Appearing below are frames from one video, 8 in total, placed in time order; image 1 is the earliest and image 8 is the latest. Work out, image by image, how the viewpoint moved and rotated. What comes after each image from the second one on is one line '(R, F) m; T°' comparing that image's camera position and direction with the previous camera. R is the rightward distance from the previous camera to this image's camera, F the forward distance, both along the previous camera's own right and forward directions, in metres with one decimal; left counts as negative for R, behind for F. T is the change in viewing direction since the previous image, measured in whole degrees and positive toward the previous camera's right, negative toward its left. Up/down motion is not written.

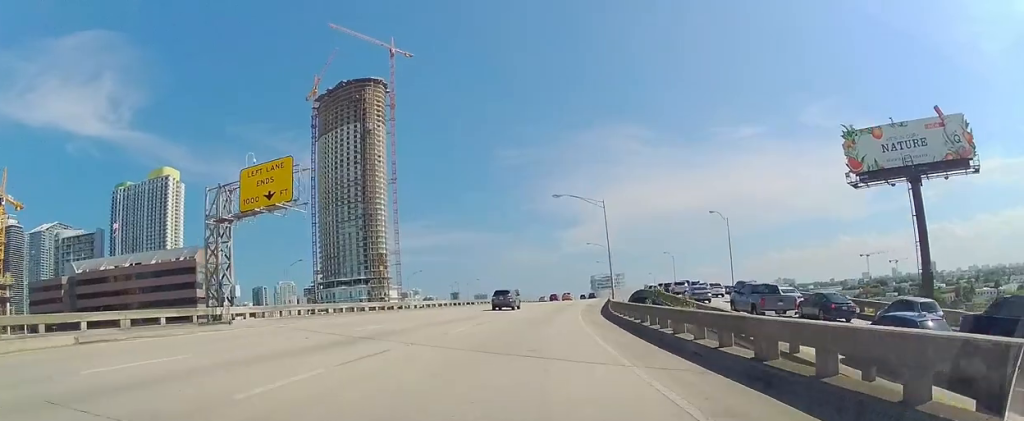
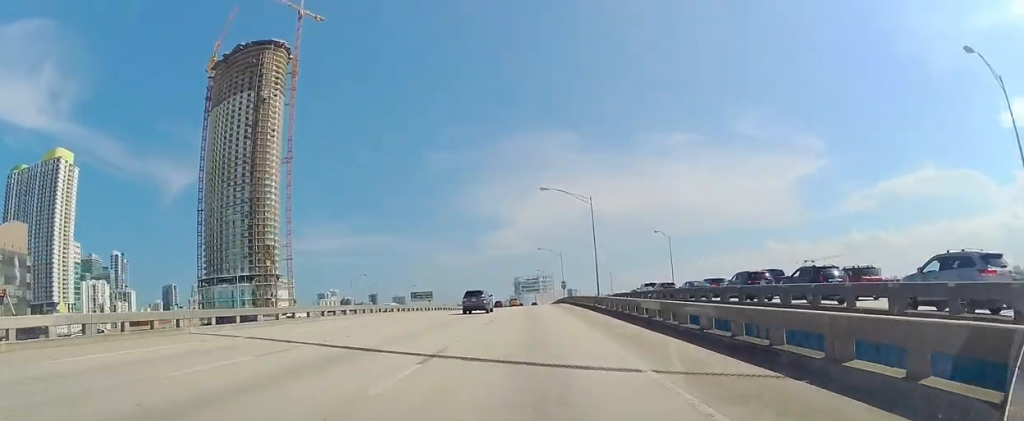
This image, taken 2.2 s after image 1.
(+3.7, +51.4) m; +8°
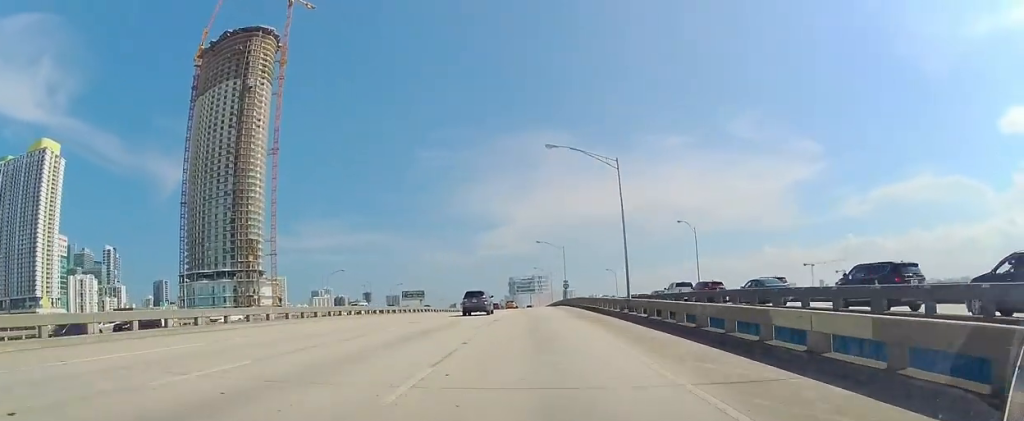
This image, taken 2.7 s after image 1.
(+0.4, +13.0) m; 0°
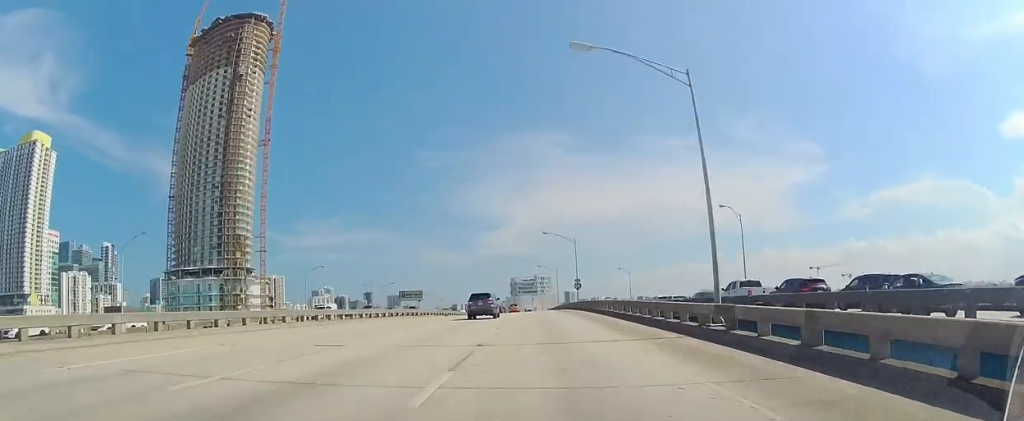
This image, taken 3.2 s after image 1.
(-0.2, +13.1) m; 0°
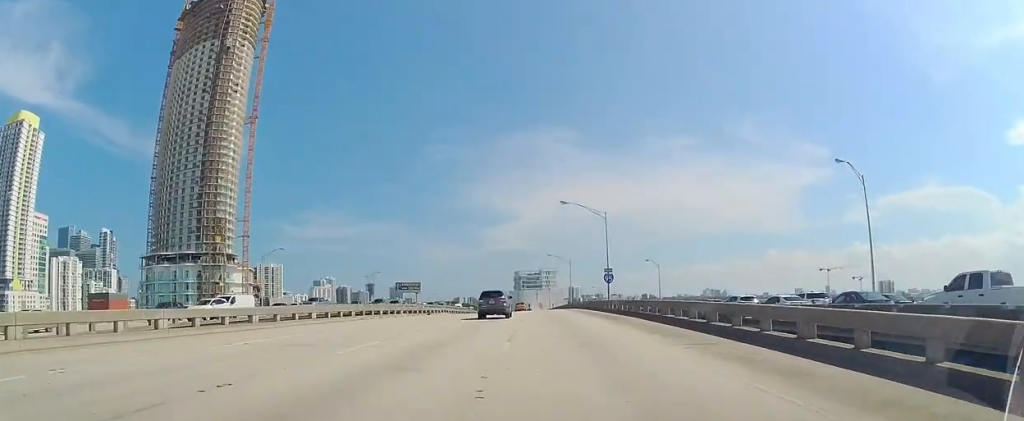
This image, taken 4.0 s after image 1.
(-0.3, +19.9) m; 0°
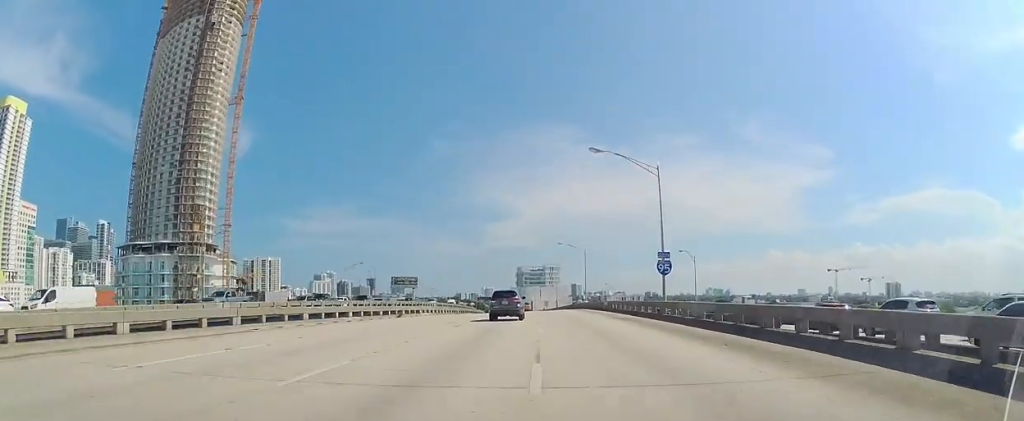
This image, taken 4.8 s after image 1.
(+0.2, +18.7) m; +2°
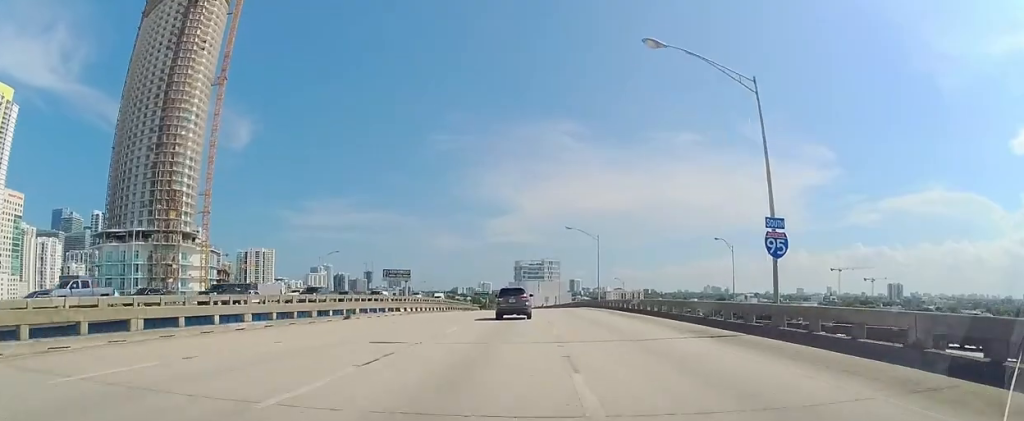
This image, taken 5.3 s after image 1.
(+0.2, +14.5) m; 0°
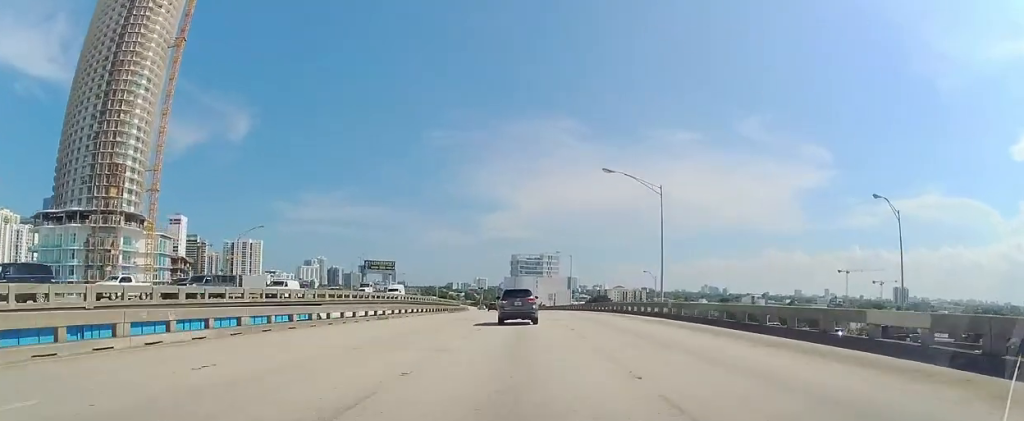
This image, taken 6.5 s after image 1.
(-0.5, +30.9) m; -1°
